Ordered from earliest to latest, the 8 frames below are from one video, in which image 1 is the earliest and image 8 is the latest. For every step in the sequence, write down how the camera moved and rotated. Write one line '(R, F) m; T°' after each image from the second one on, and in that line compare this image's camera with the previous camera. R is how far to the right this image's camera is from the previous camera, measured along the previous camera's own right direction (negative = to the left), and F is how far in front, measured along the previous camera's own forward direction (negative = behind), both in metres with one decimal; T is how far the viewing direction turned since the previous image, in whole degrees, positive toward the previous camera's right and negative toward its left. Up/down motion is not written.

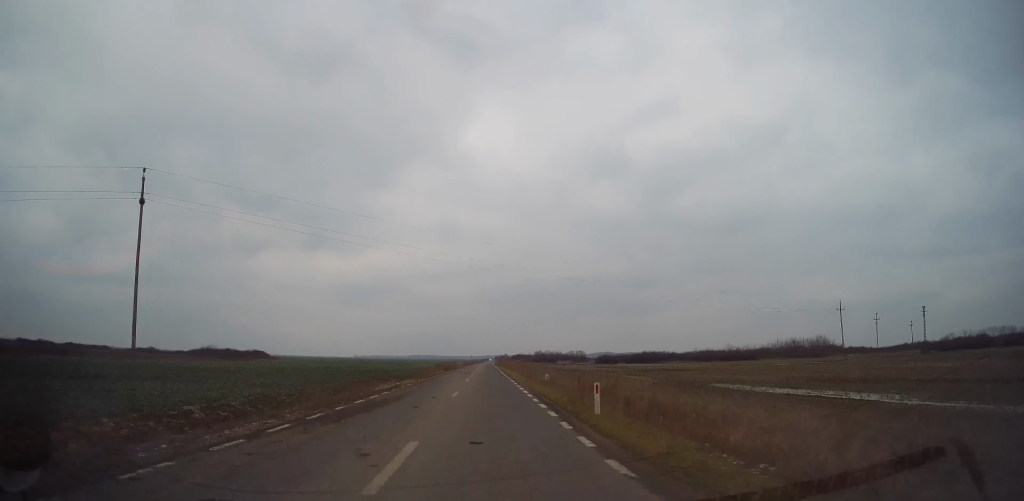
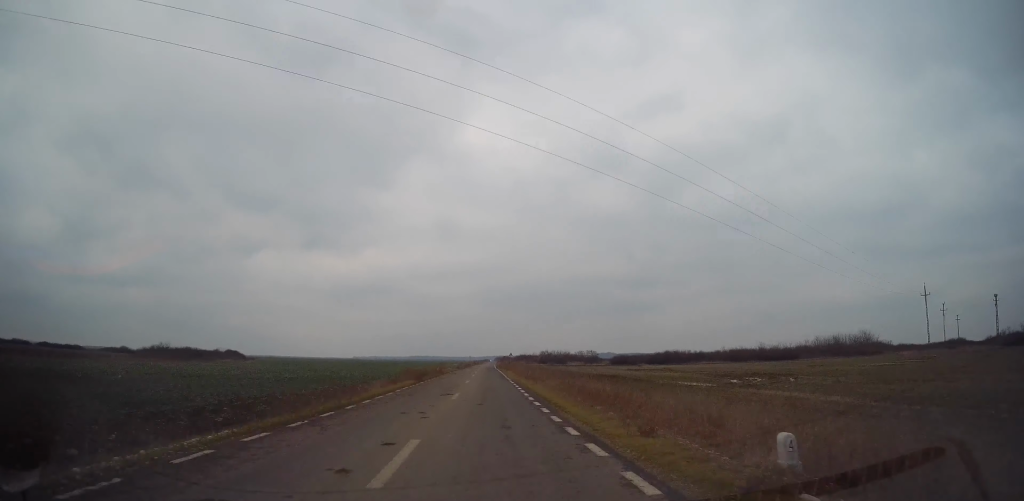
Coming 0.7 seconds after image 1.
(-0.2, +23.2) m; 0°
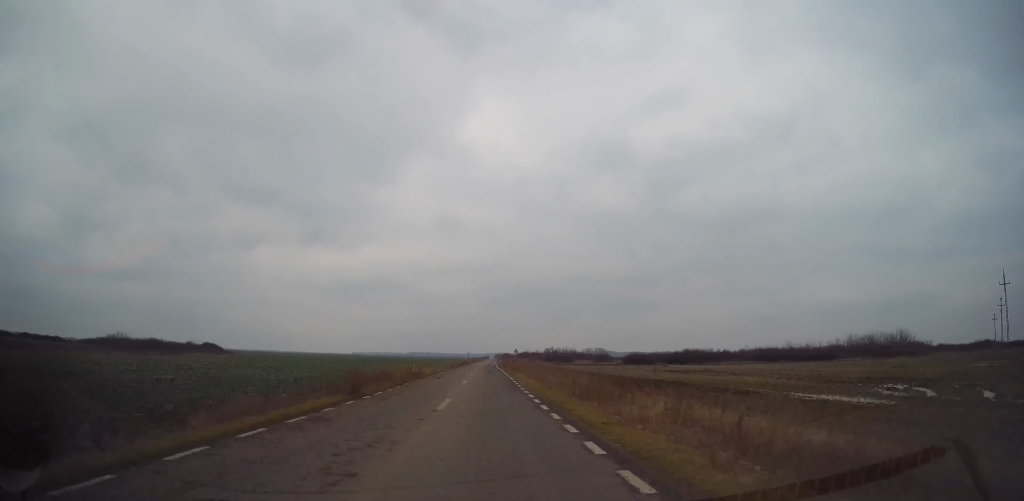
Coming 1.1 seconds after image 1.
(-0.3, +16.2) m; 0°
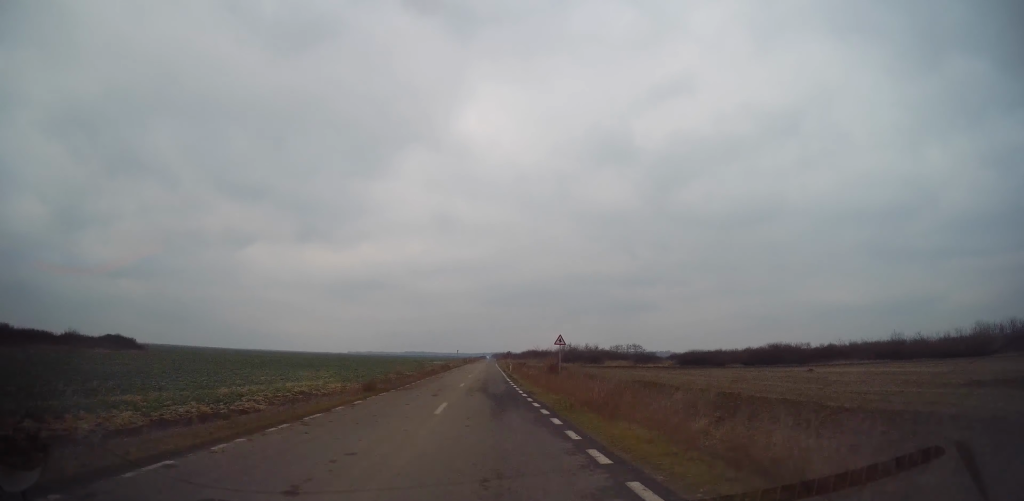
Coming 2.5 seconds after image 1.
(+0.4, +47.5) m; 0°
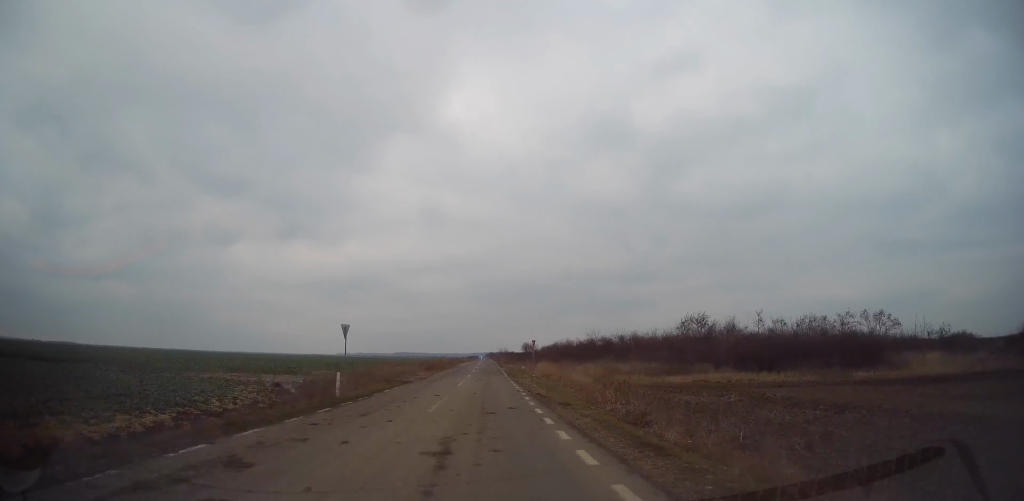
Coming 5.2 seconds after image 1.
(-0.1, +94.5) m; +1°
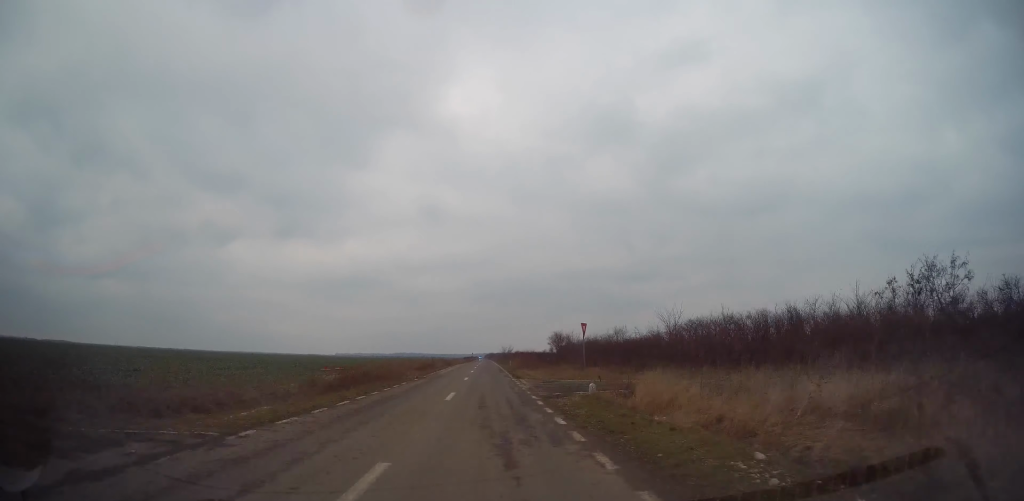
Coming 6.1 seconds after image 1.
(+0.3, +31.1) m; 0°
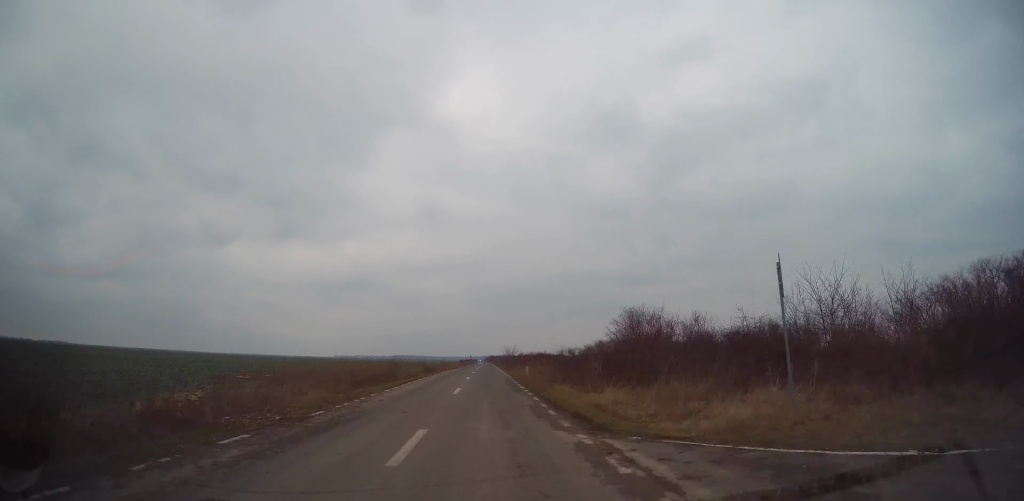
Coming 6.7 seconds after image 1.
(-0.1, +20.8) m; 0°
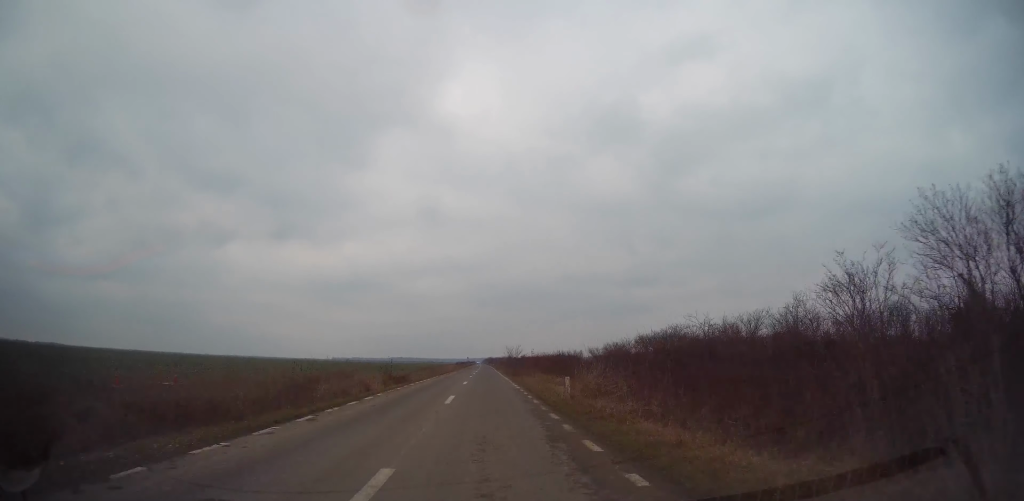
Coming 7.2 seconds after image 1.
(0.0, +15.0) m; 0°
